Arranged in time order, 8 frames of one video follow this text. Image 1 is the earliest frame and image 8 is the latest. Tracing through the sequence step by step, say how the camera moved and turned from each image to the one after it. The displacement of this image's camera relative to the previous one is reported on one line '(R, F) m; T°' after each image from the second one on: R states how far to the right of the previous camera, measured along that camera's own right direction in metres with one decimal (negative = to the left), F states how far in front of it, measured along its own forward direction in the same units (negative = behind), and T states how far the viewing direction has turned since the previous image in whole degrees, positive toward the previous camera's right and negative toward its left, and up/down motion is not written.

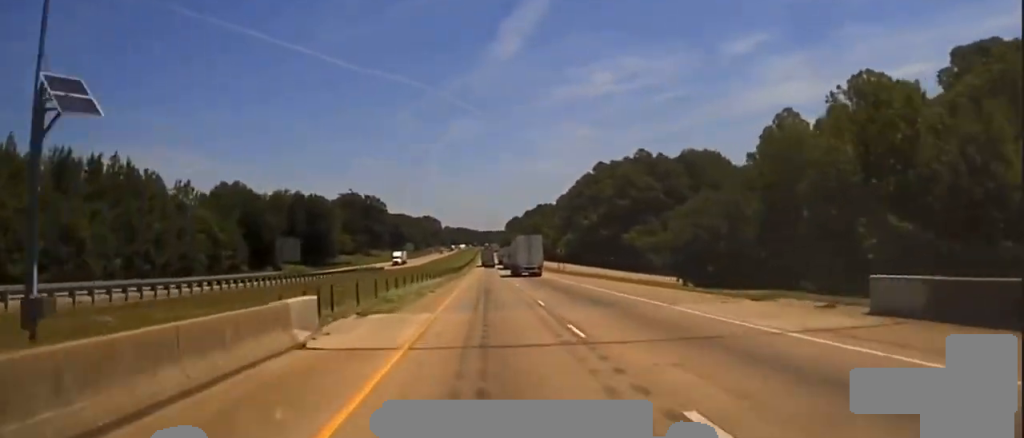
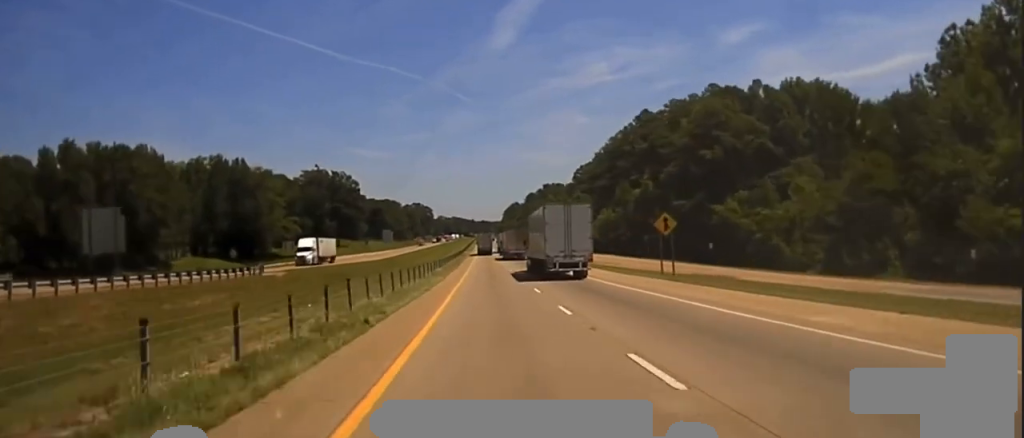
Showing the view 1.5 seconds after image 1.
(0.0, +72.4) m; 0°
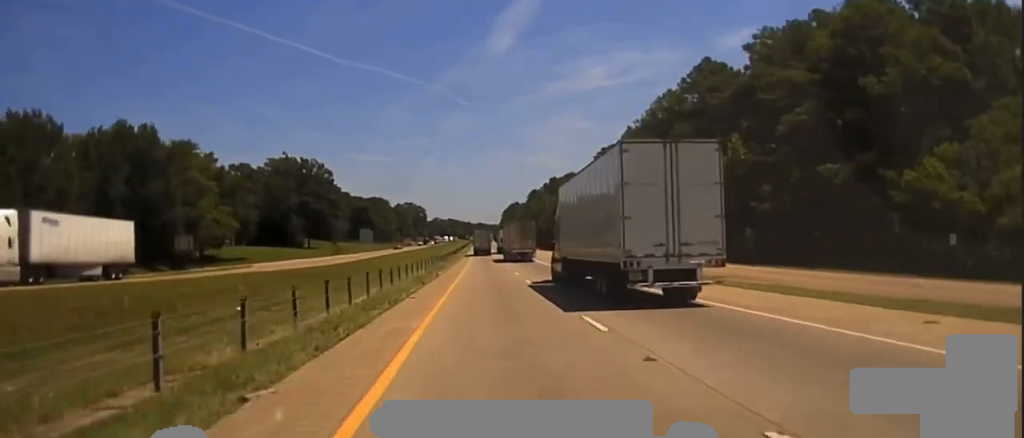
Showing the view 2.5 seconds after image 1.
(+0.2, +52.5) m; +1°
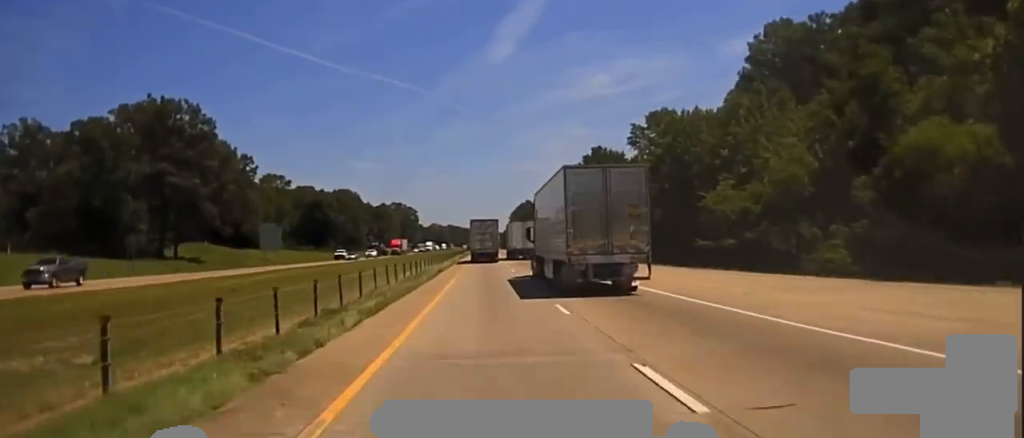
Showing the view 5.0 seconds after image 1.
(-0.2, +138.0) m; 0°
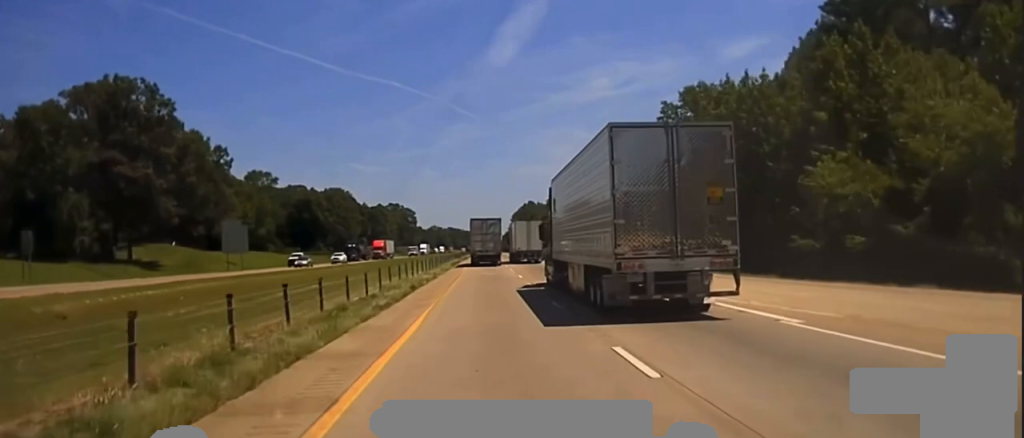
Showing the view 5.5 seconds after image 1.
(0.0, +23.0) m; 0°
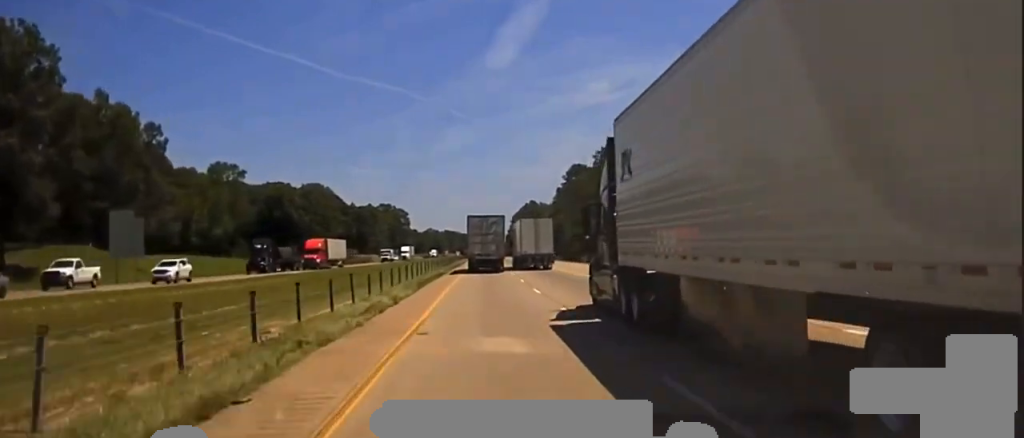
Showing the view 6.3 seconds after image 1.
(+0.2, +38.1) m; 0°
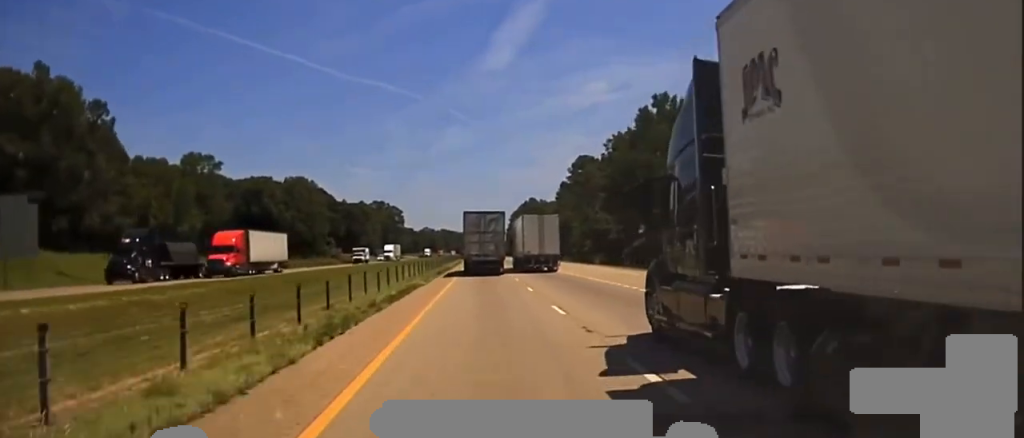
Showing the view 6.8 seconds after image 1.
(0.0, +19.0) m; 0°
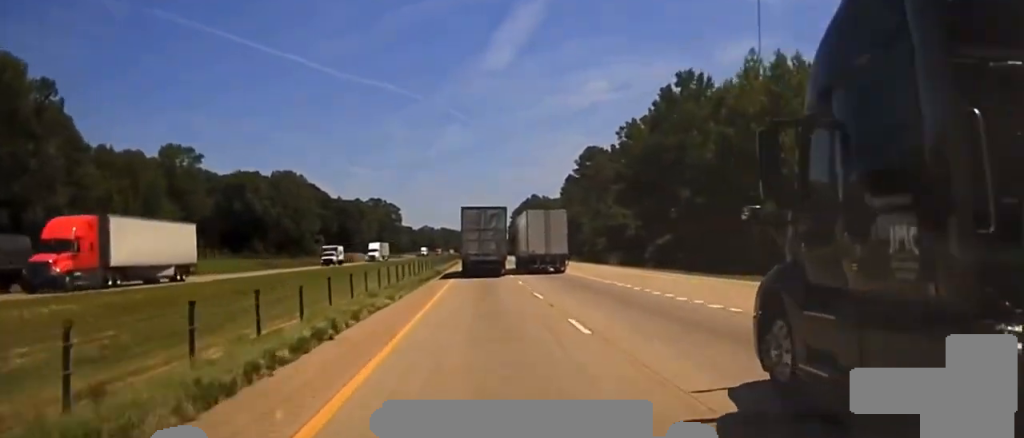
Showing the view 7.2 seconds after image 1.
(0.0, +15.2) m; 0°
